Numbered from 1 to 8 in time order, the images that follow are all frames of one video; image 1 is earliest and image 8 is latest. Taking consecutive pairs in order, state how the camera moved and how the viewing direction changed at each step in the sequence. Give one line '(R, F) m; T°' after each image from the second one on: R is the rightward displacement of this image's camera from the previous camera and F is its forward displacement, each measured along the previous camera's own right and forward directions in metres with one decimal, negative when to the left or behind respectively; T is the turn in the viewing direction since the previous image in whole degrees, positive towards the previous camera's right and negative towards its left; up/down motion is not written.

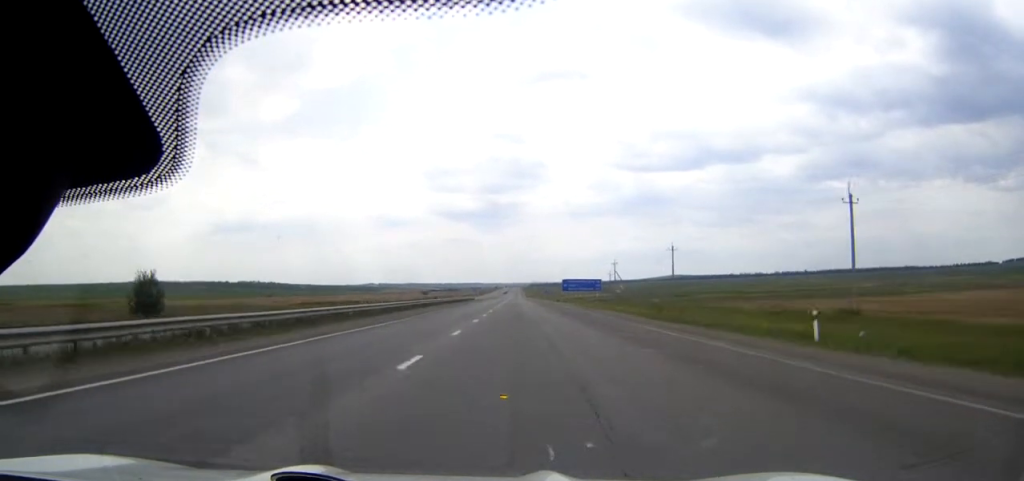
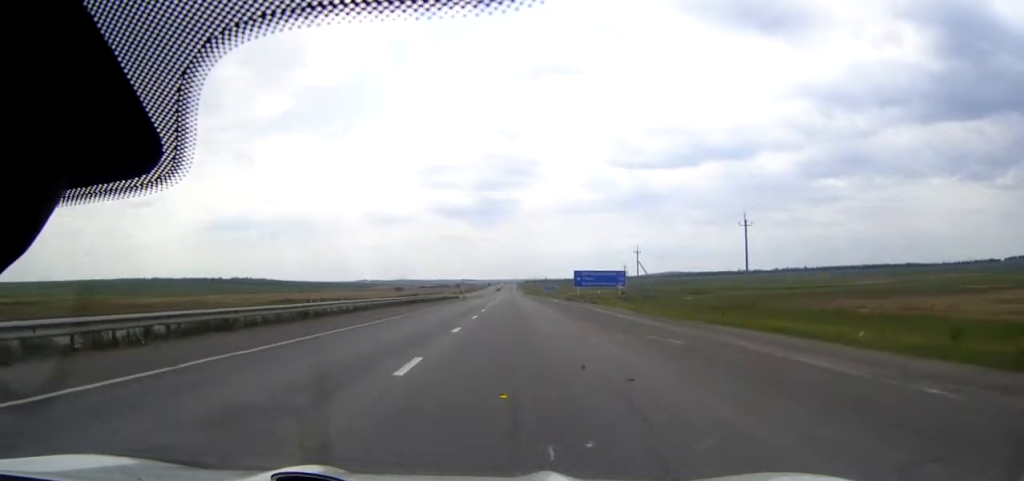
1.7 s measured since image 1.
(0.0, +37.5) m; 0°
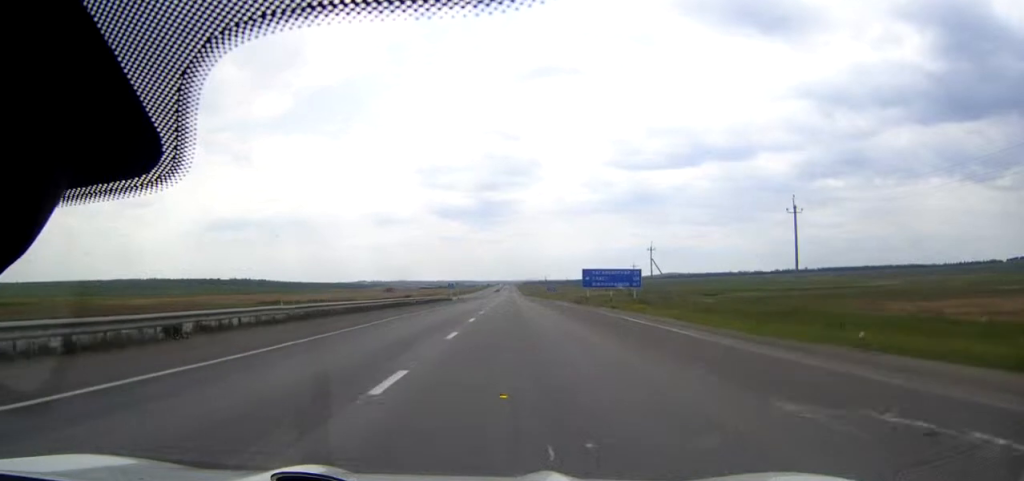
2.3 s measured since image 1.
(0.0, +14.0) m; 0°
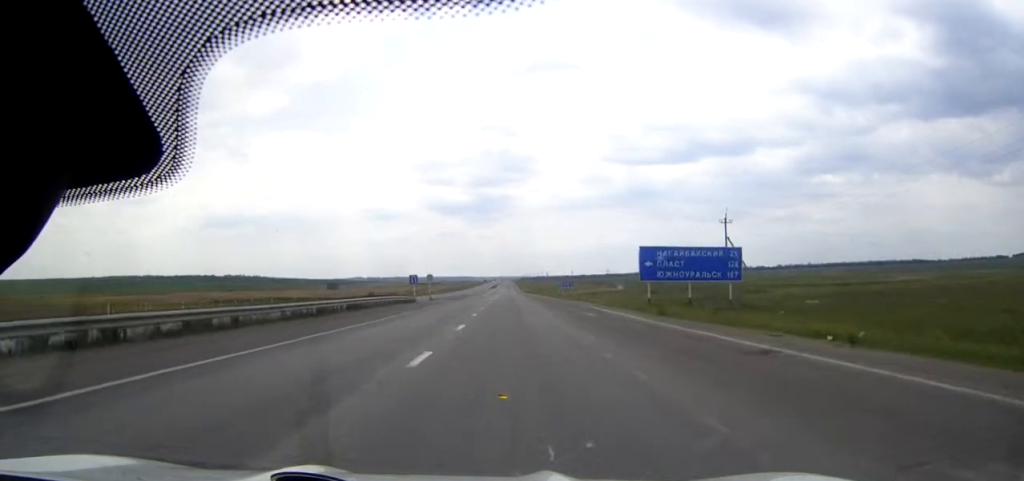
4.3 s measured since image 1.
(+0.1, +44.4) m; 0°
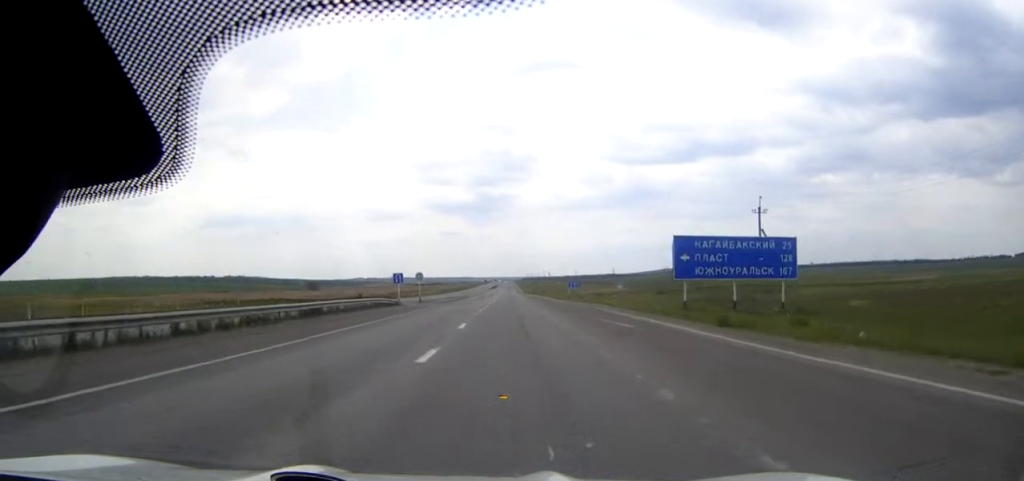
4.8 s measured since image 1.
(0.0, +11.0) m; 0°
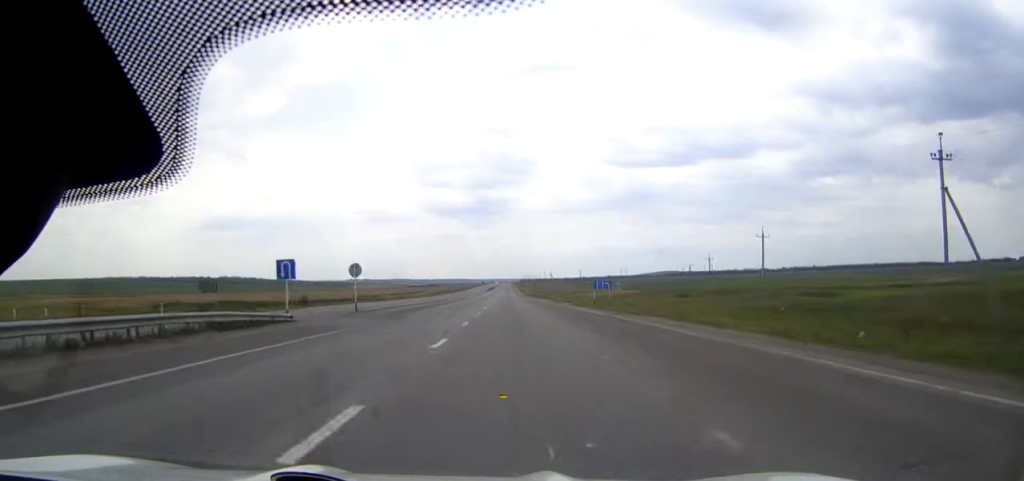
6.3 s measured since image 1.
(+0.1, +32.4) m; 0°
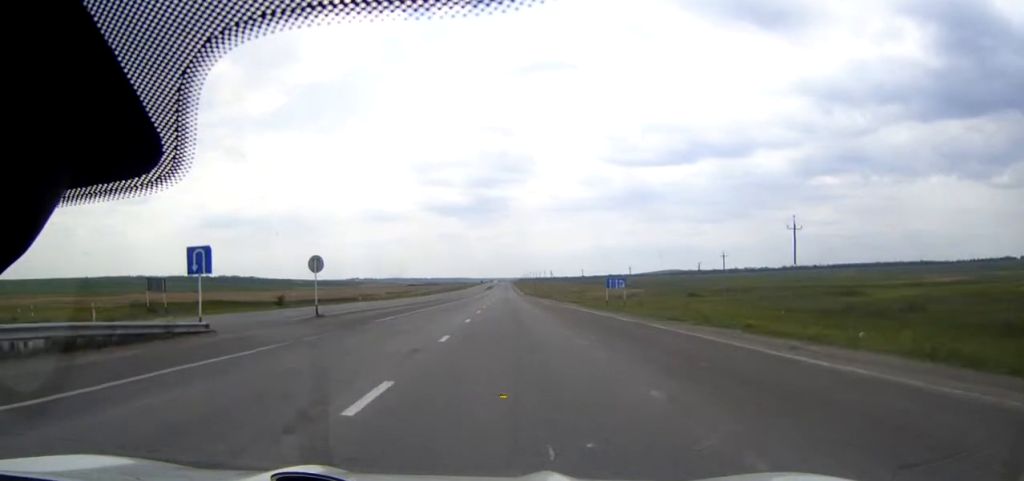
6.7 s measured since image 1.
(0.0, +9.6) m; 0°
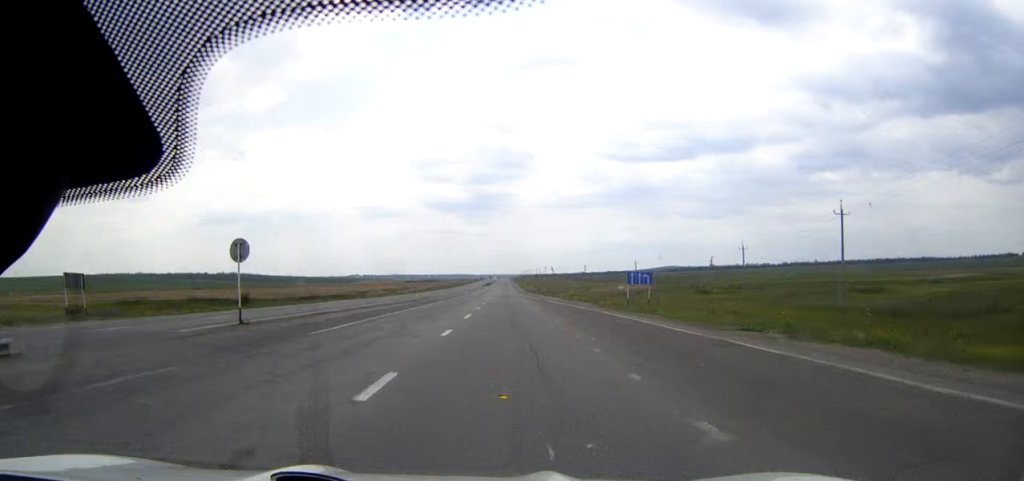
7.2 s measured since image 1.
(0.0, +11.1) m; 0°
